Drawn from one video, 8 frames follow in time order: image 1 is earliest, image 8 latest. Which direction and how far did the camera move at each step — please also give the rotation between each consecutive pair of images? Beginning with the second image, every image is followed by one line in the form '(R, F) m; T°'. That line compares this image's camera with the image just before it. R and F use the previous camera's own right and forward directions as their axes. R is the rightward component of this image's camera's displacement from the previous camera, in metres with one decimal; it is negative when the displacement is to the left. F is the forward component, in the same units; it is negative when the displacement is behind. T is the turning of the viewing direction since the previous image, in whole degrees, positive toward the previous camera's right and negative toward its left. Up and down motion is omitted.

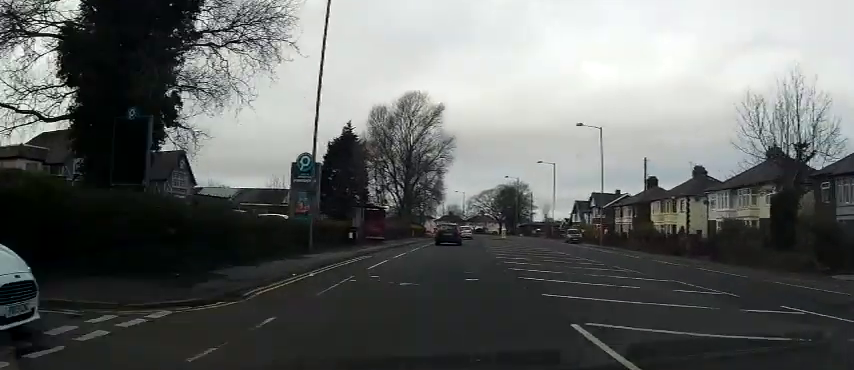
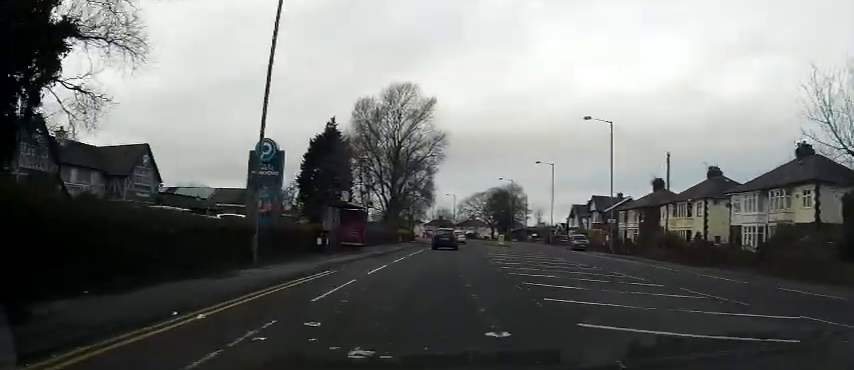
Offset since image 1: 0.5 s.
(-0.1, +5.9) m; +1°
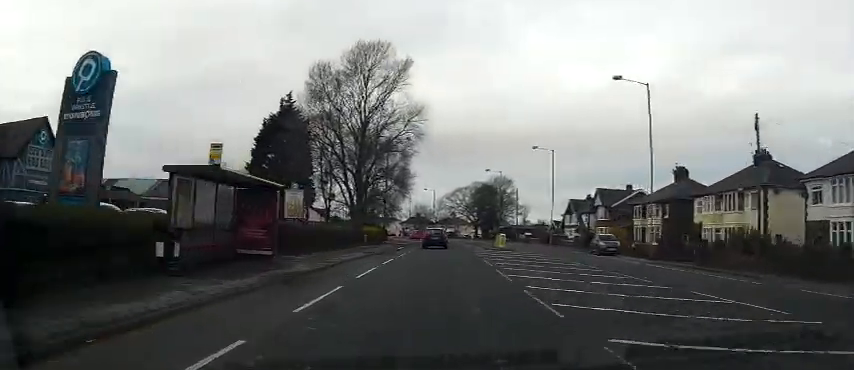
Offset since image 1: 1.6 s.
(+0.4, +12.8) m; +2°
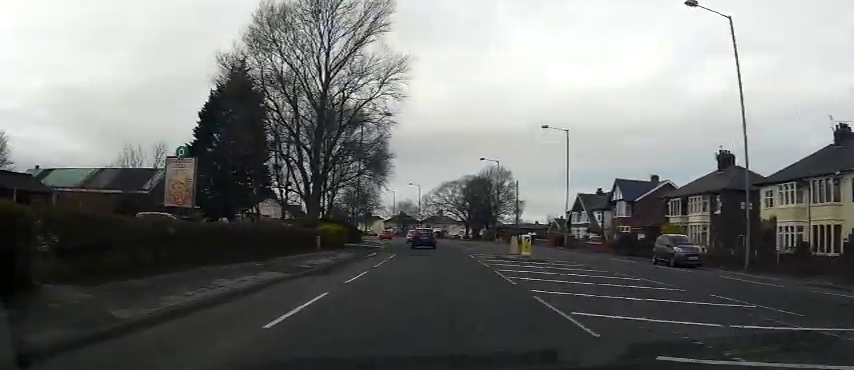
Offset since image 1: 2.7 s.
(+0.1, +13.0) m; 0°
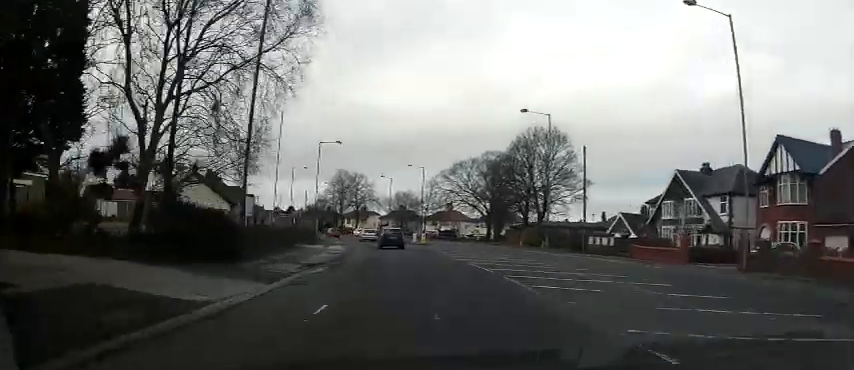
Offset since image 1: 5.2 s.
(0.0, +30.8) m; 0°
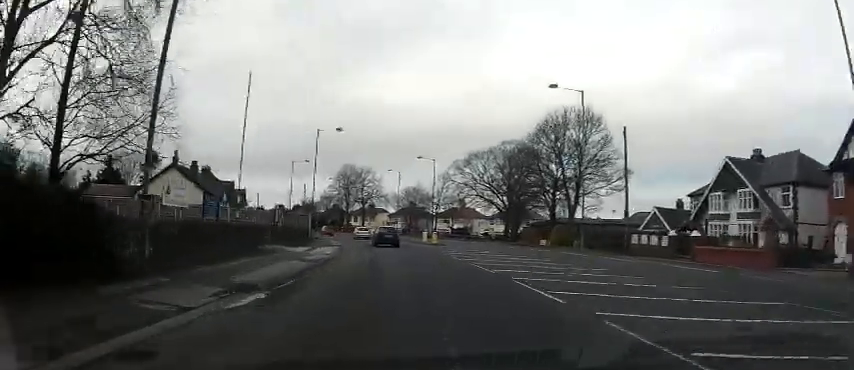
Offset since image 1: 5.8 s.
(0.0, +7.2) m; 0°
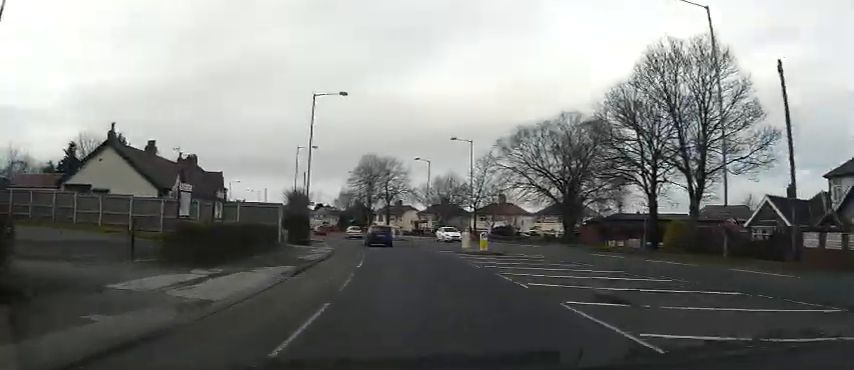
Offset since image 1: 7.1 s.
(-0.3, +16.3) m; -4°
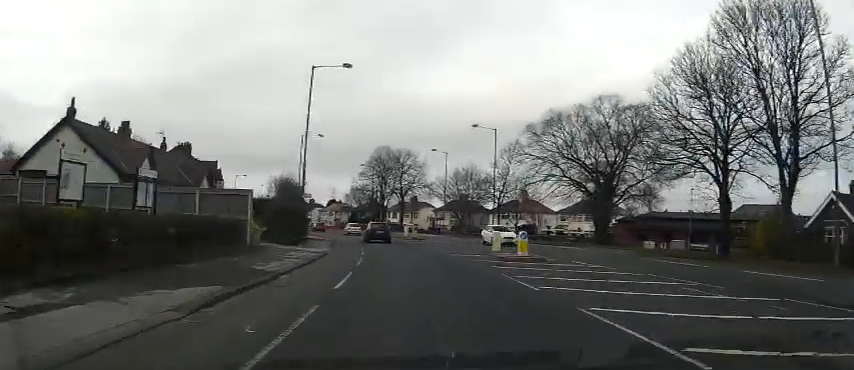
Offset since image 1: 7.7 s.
(-0.1, +7.1) m; -3°
